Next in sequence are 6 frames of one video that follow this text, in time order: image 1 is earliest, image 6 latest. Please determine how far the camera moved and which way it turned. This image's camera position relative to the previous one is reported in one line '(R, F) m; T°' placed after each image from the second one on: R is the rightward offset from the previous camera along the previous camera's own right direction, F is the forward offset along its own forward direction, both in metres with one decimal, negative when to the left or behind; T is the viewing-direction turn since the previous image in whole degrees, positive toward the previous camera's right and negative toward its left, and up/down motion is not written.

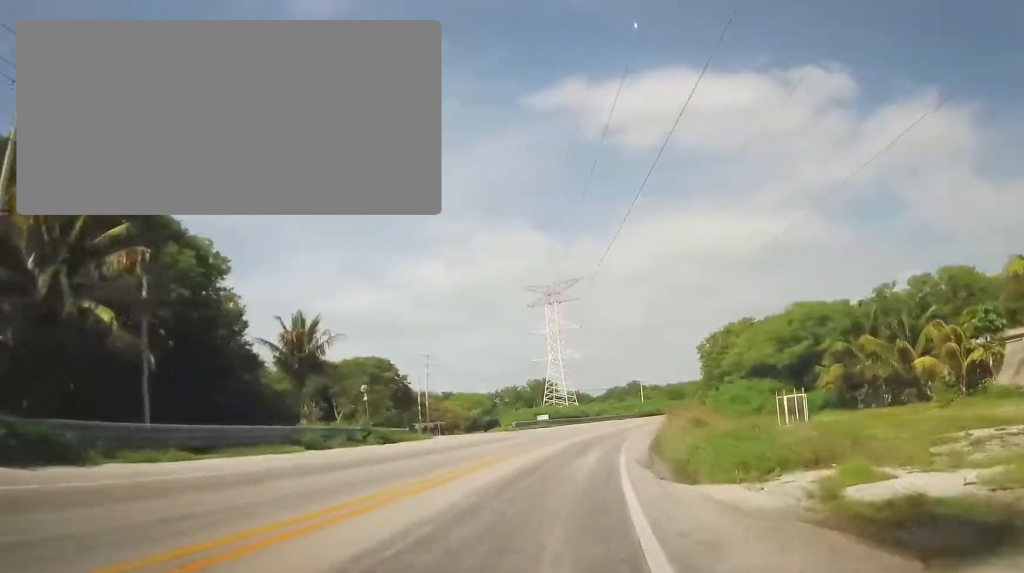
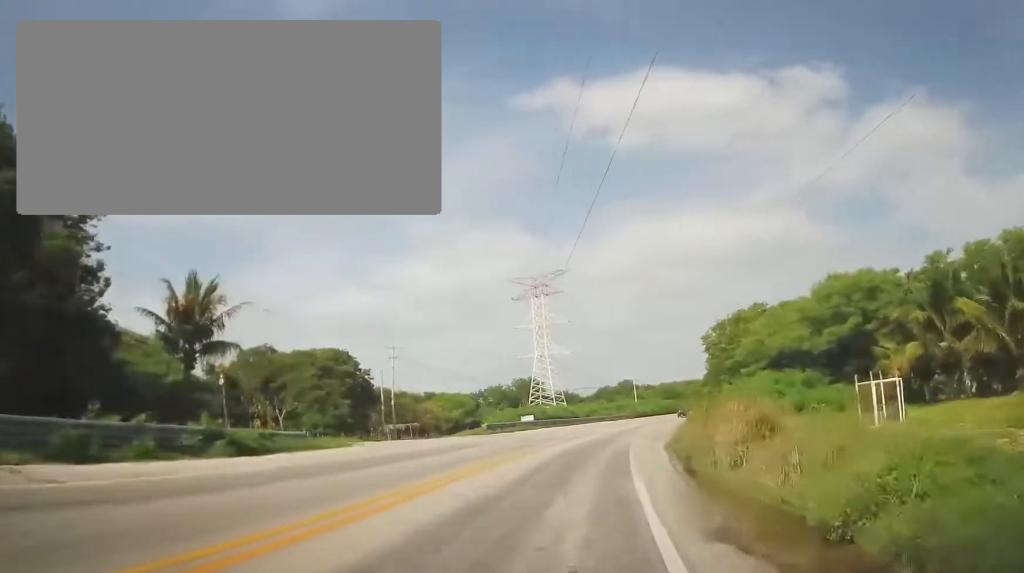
(-0.1, +10.8) m; +1°
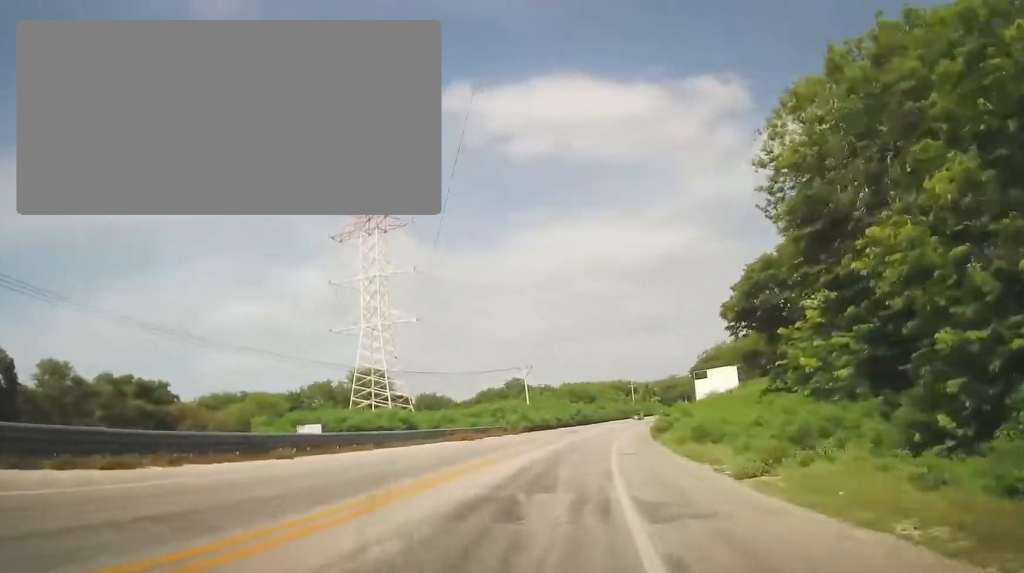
(+4.9, +56.0) m; +11°
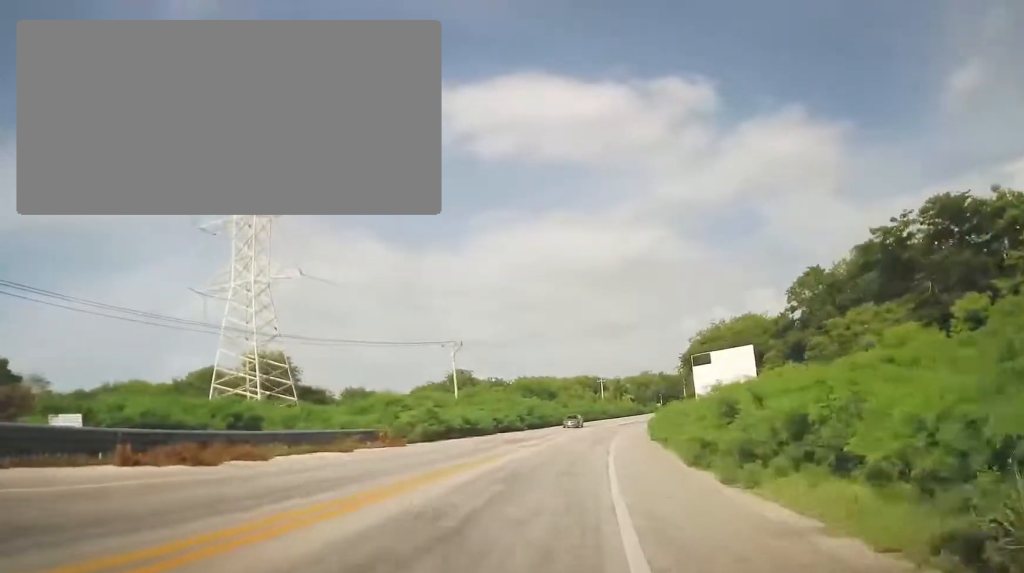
(+0.8, +26.2) m; +4°
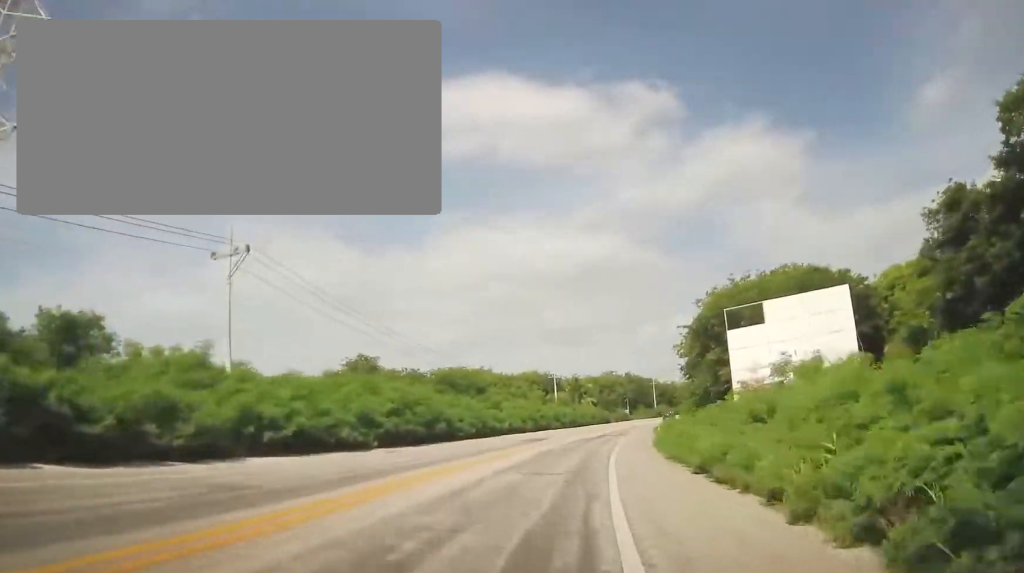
(+1.7, +33.4) m; +4°
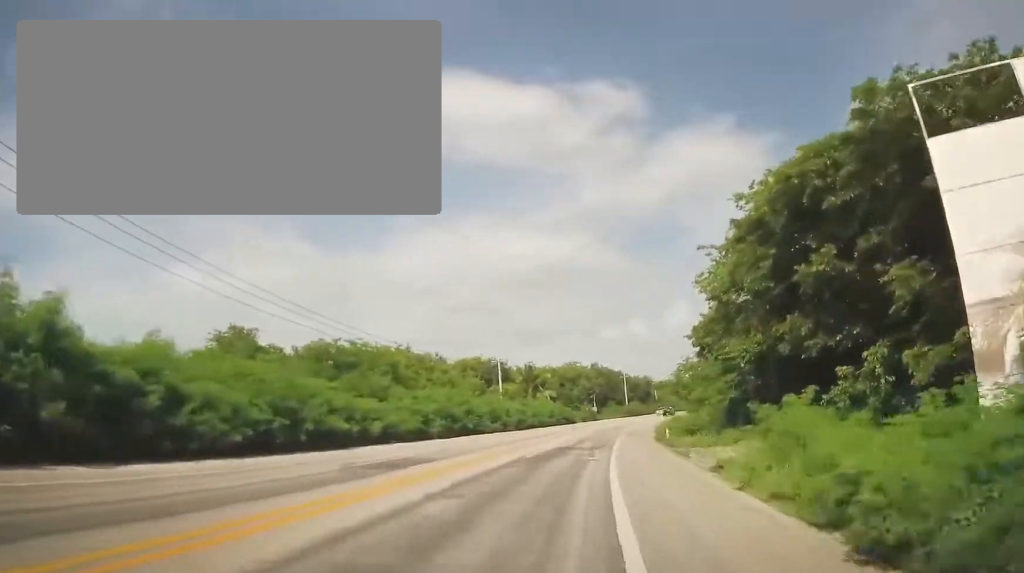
(+0.1, +25.9) m; +2°
